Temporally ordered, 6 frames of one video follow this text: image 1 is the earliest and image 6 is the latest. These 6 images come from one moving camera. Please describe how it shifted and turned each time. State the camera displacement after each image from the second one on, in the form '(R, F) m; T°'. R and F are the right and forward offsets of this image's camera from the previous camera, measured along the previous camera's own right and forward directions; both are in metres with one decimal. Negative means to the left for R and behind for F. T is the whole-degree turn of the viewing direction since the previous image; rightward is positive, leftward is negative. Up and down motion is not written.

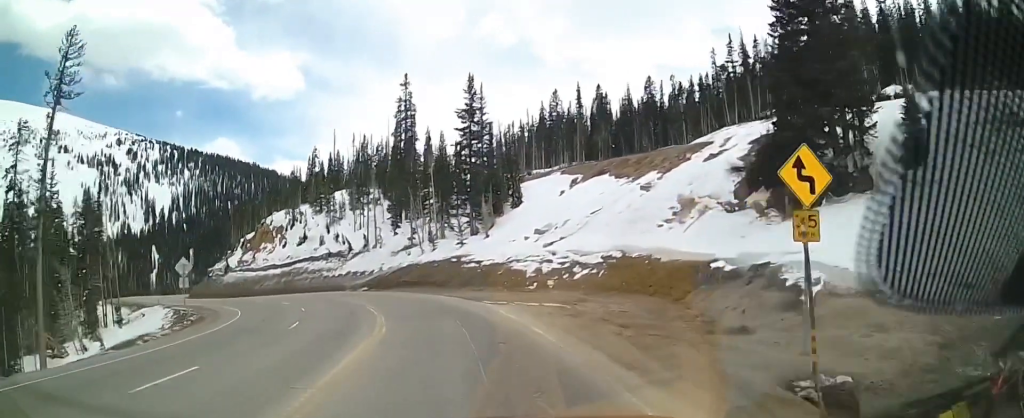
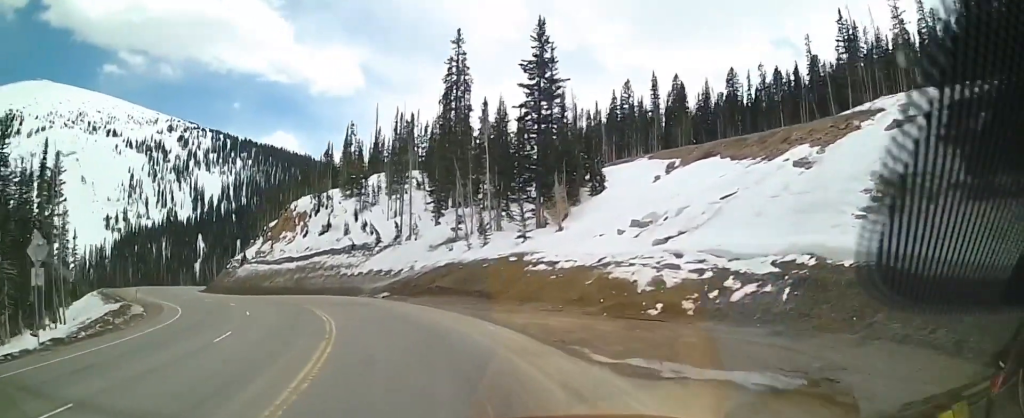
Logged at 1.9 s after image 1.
(+0.3, +21.4) m; +2°
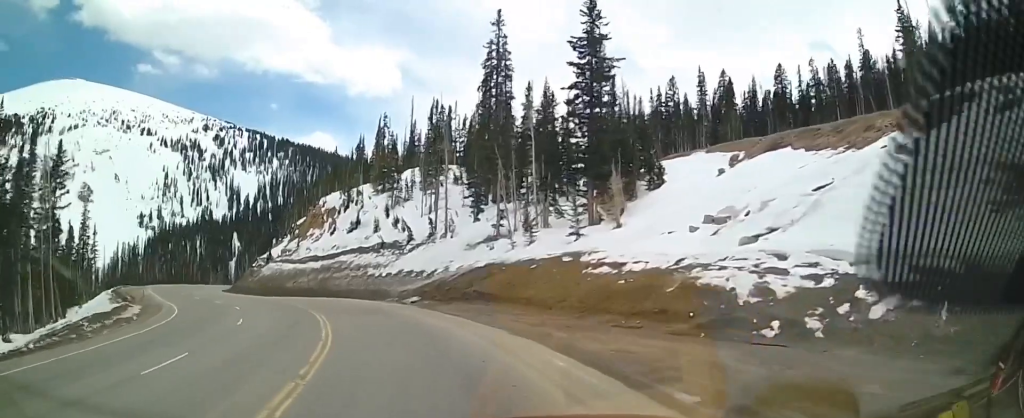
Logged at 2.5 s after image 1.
(0.0, +7.1) m; -1°
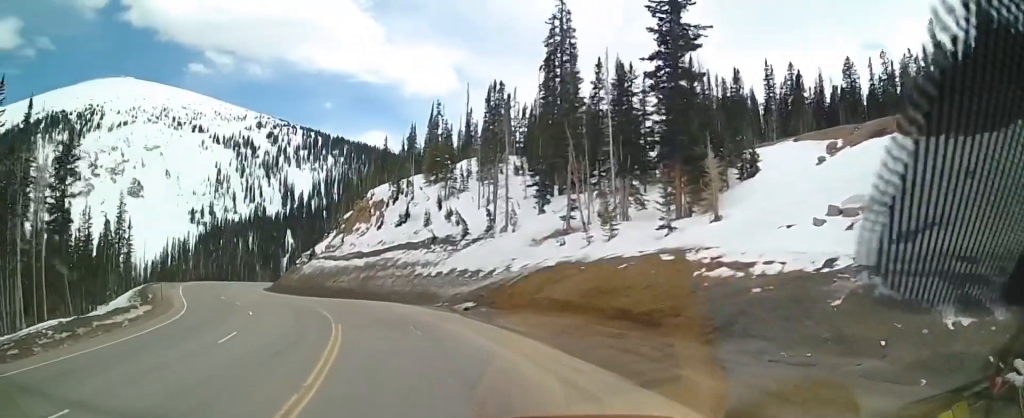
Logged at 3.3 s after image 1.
(-0.1, +7.9) m; -4°
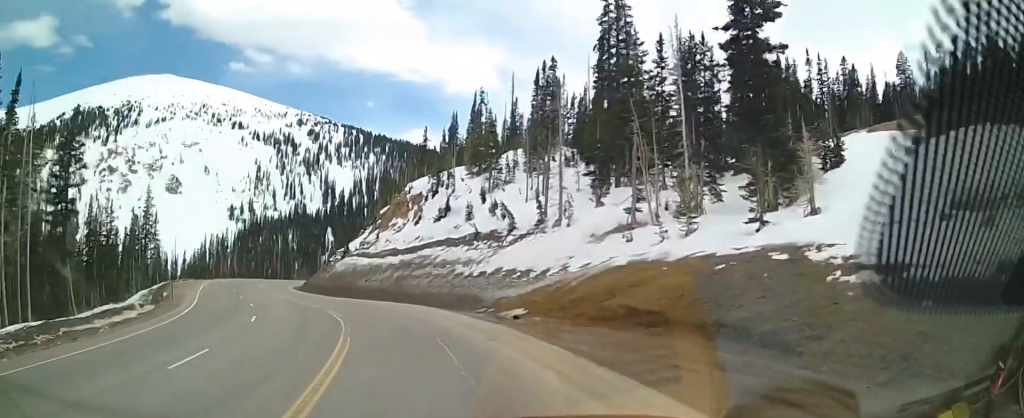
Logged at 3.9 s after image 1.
(-0.1, +6.1) m; -5°
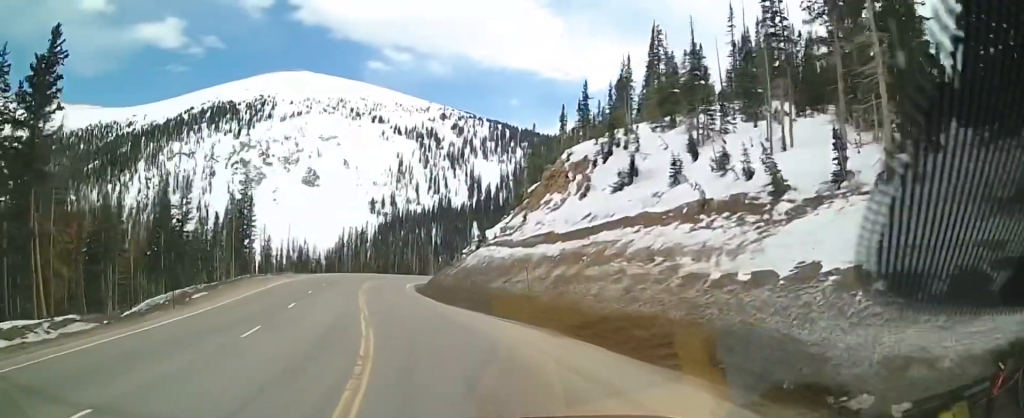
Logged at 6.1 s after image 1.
(-2.9, +23.0) m; -11°
